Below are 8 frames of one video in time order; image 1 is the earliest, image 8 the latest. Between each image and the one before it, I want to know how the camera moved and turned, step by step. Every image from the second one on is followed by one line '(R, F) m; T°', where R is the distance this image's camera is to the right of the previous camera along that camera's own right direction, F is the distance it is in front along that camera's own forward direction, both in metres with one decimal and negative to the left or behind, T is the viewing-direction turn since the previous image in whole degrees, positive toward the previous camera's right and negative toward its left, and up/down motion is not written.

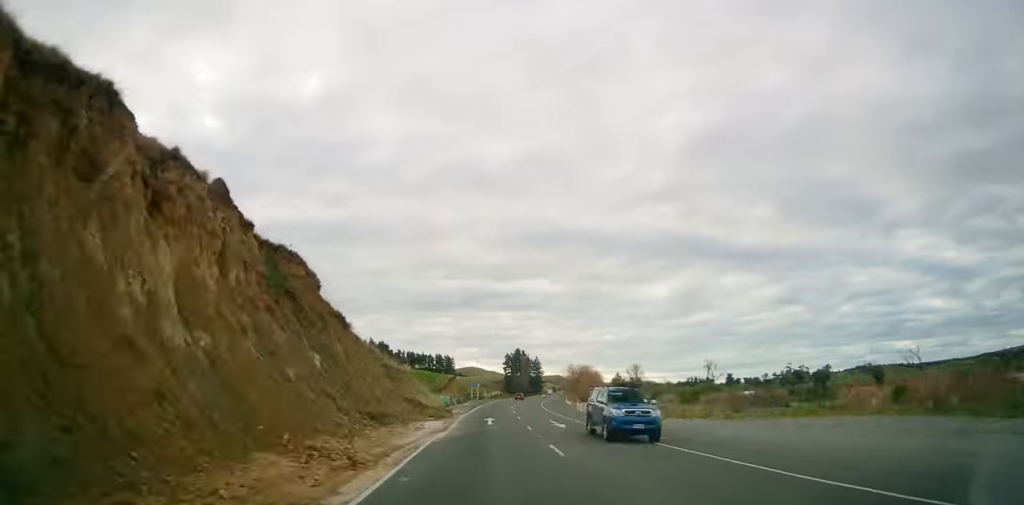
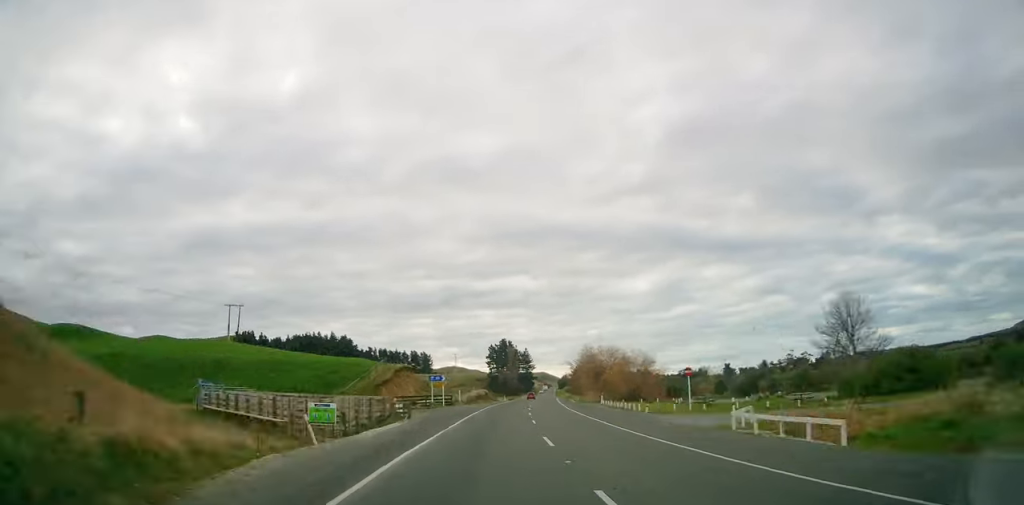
(-0.8, +48.7) m; +2°
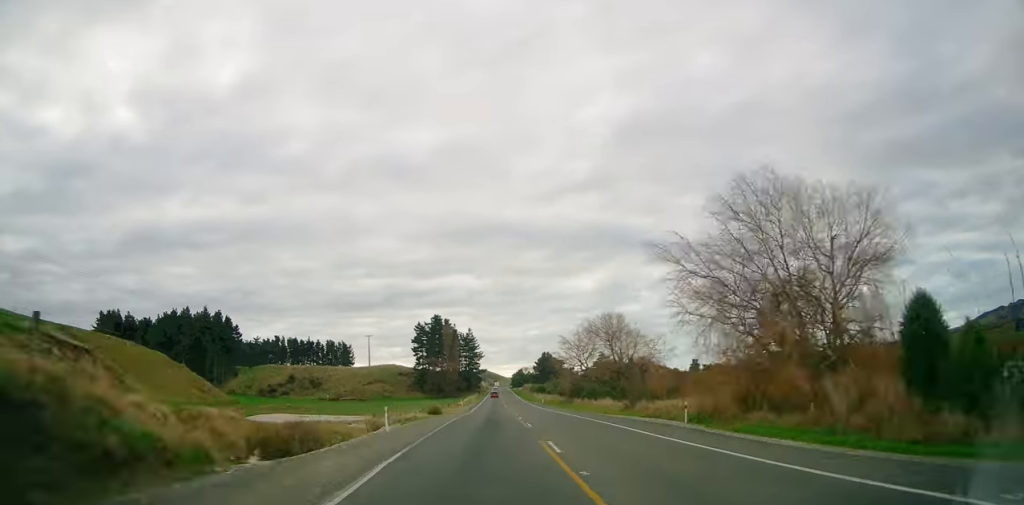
(+4.1, +83.1) m; +3°
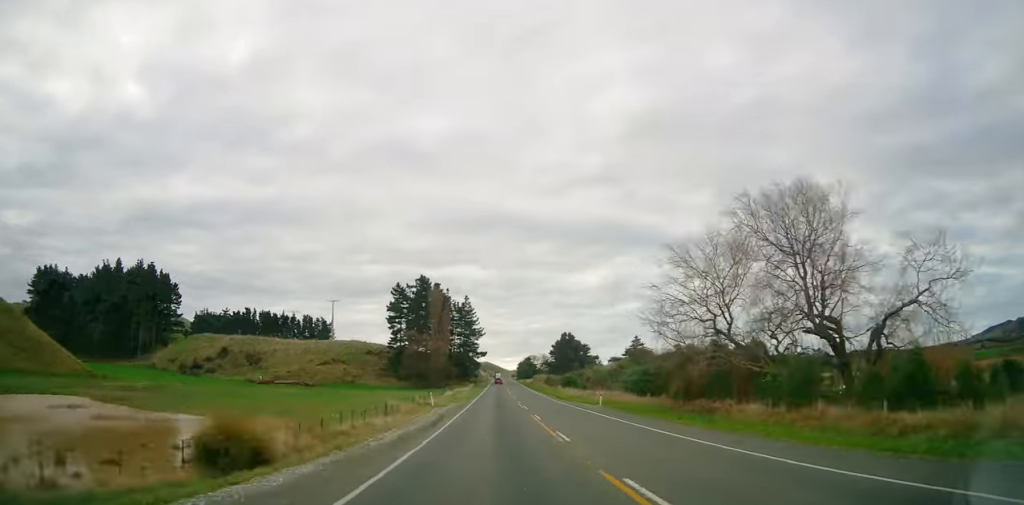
(+0.7, +47.6) m; +1°
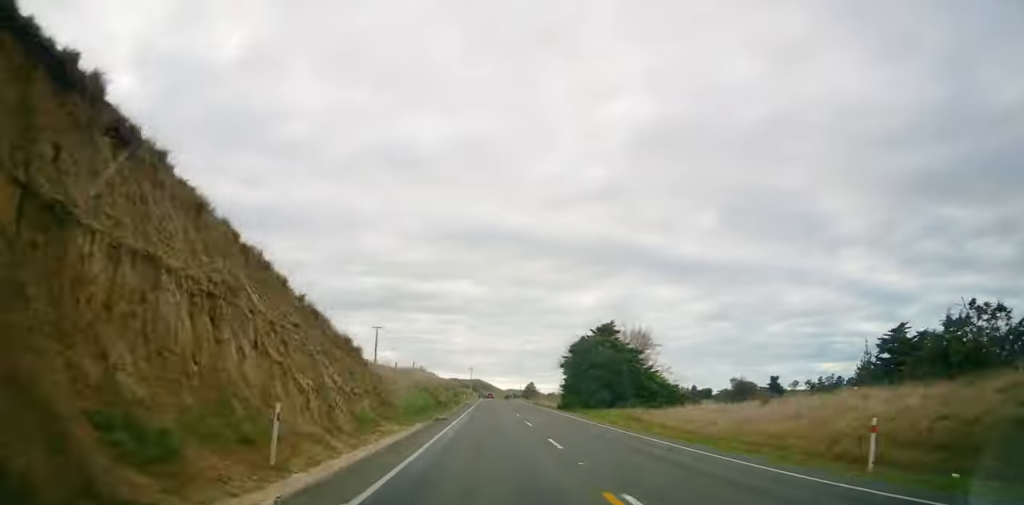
(+0.9, +164.6) m; 0°
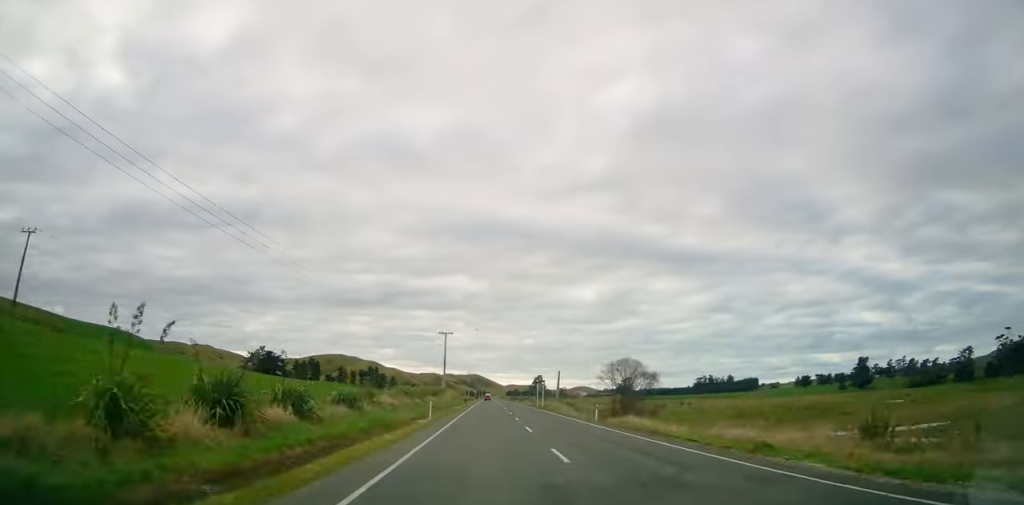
(-0.5, +124.4) m; 0°
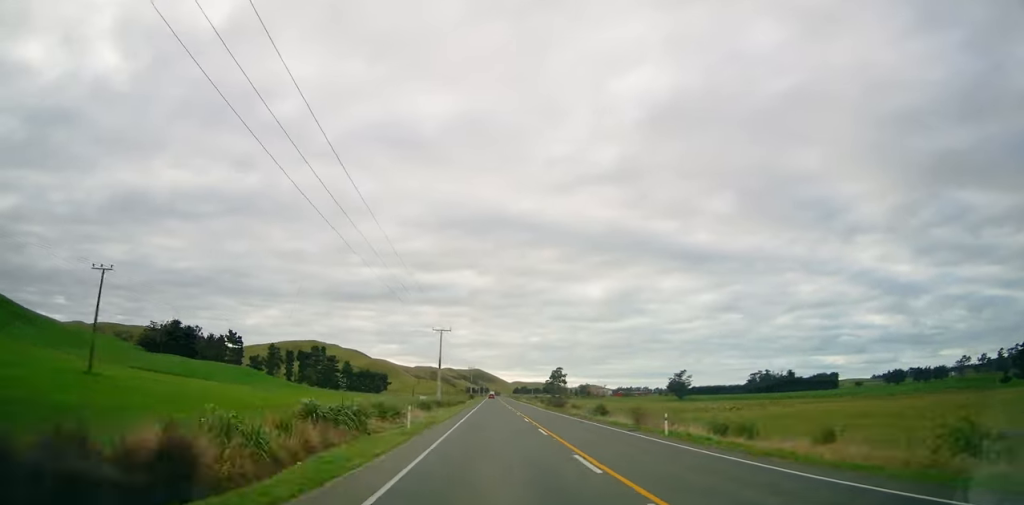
(+1.1, +132.2) m; 0°
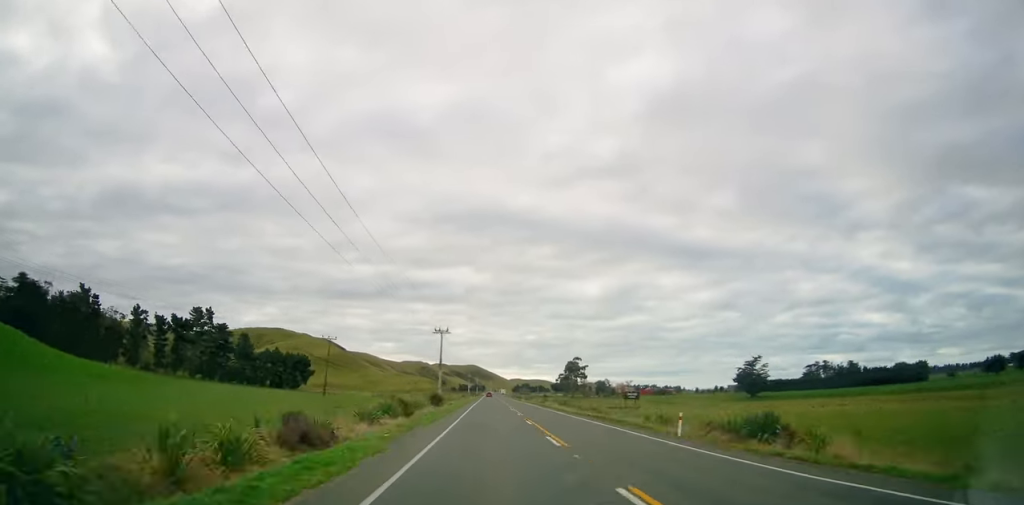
(-1.3, +103.5) m; 0°
